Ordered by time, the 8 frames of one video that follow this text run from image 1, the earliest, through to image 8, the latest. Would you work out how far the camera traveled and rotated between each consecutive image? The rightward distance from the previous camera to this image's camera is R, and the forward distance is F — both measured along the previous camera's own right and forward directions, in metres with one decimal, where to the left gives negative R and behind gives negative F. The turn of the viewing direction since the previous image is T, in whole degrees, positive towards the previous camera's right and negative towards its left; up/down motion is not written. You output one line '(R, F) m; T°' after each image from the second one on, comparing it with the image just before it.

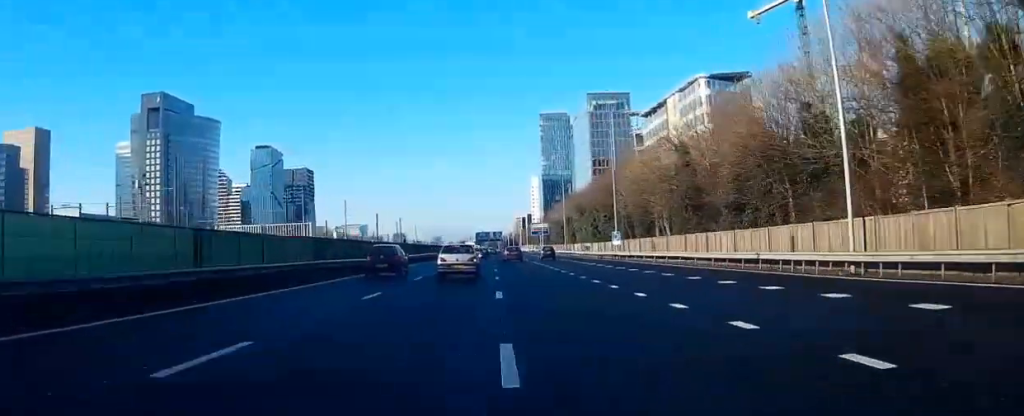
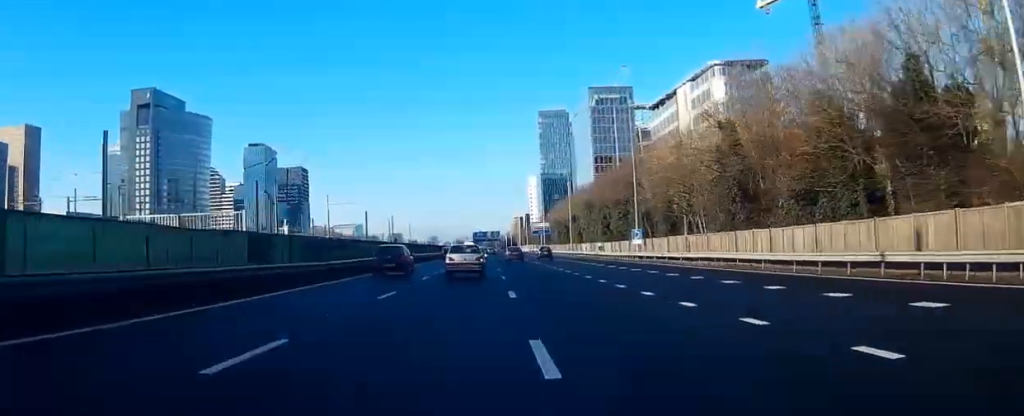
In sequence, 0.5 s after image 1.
(+0.1, +11.9) m; 0°
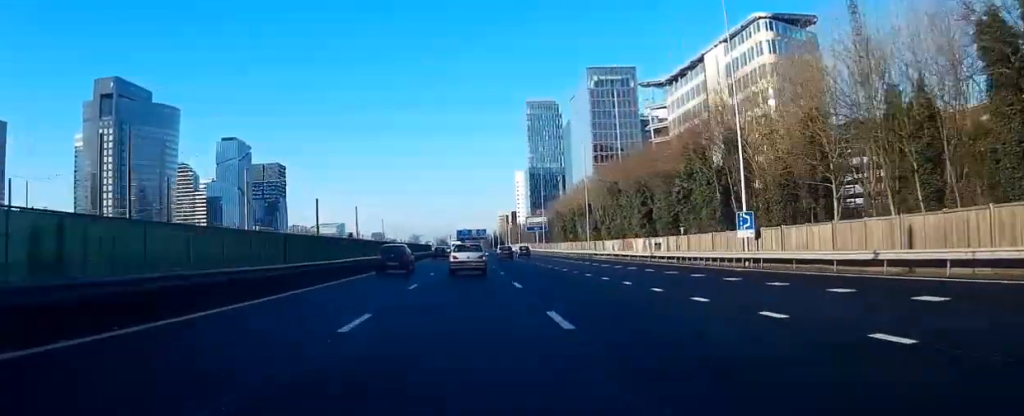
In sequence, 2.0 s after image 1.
(+0.1, +32.6) m; 0°
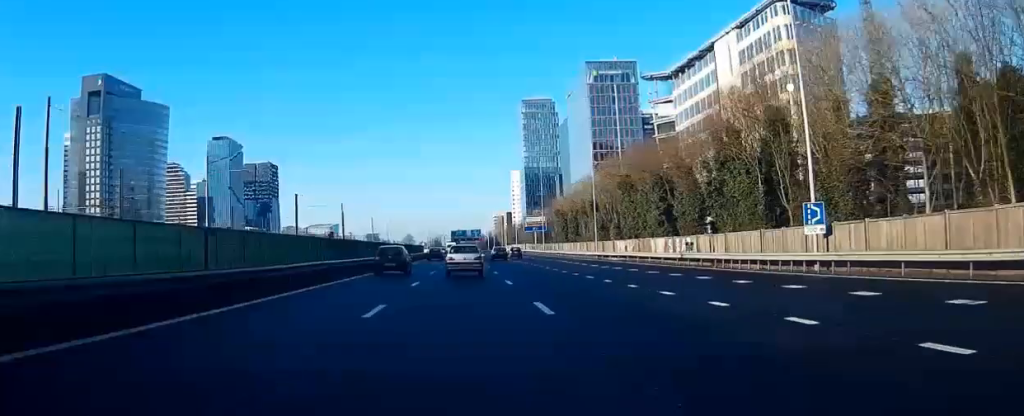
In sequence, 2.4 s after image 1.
(0.0, +9.6) m; 0°
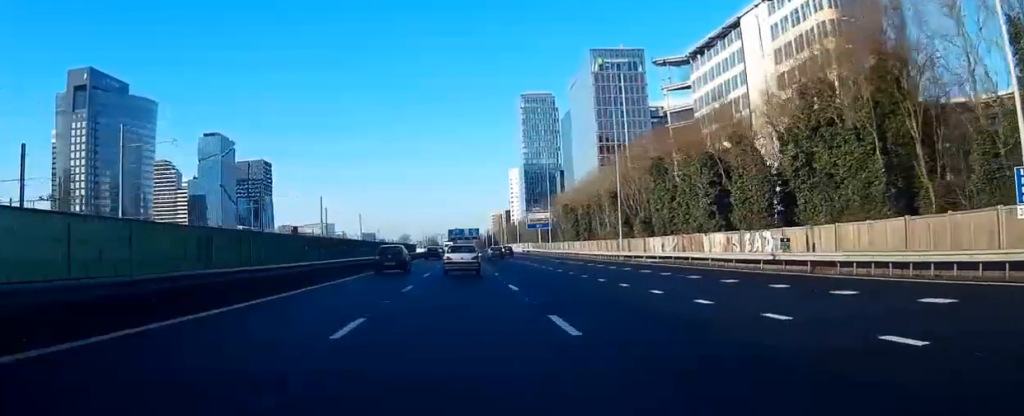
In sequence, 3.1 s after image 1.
(0.0, +15.4) m; 0°
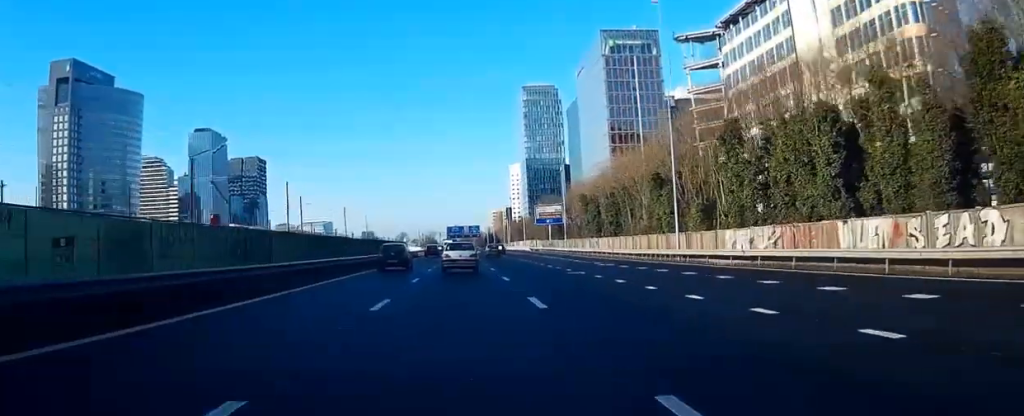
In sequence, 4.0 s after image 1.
(+0.1, +19.7) m; 0°
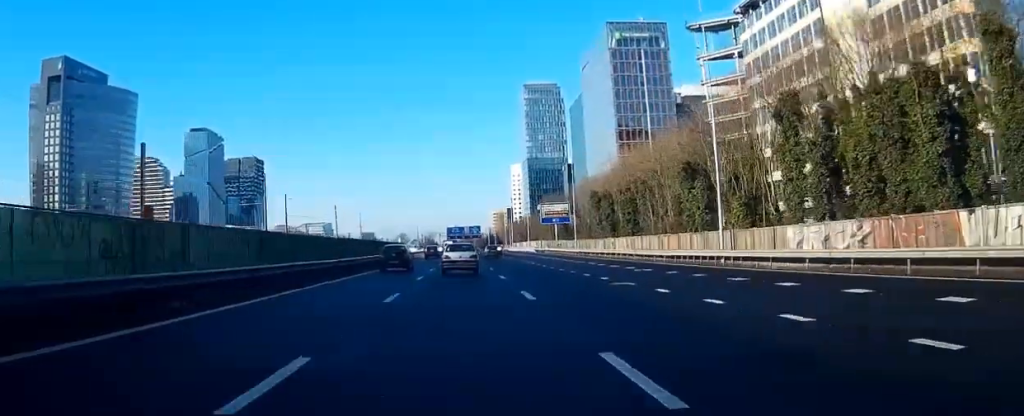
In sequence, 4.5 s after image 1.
(-0.1, +9.4) m; 0°
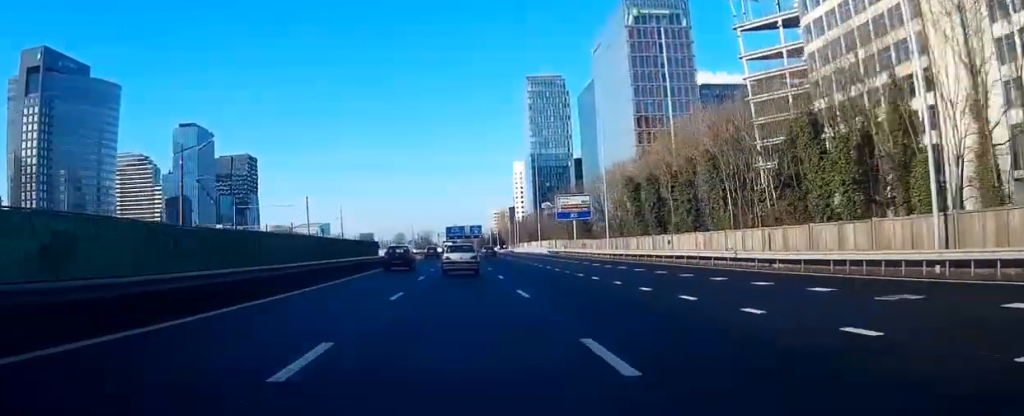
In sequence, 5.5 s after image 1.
(0.0, +22.4) m; 0°
